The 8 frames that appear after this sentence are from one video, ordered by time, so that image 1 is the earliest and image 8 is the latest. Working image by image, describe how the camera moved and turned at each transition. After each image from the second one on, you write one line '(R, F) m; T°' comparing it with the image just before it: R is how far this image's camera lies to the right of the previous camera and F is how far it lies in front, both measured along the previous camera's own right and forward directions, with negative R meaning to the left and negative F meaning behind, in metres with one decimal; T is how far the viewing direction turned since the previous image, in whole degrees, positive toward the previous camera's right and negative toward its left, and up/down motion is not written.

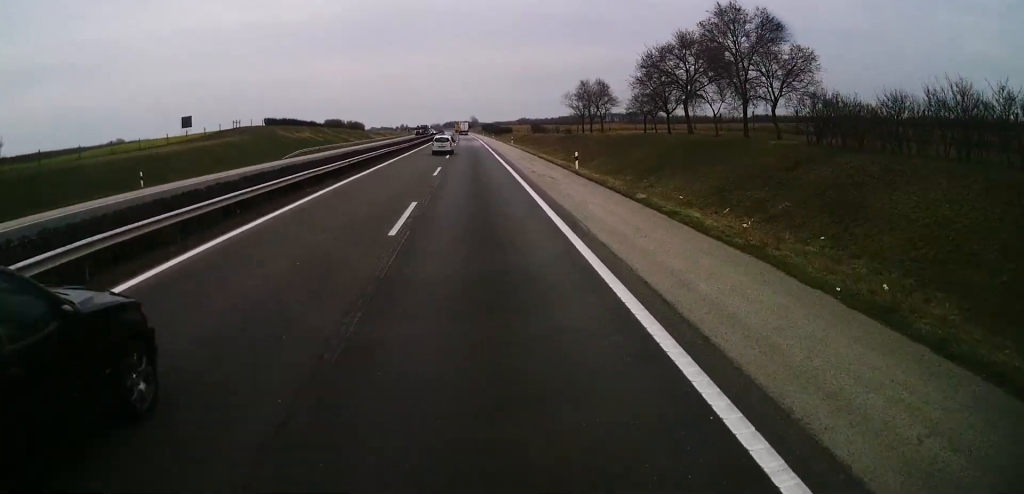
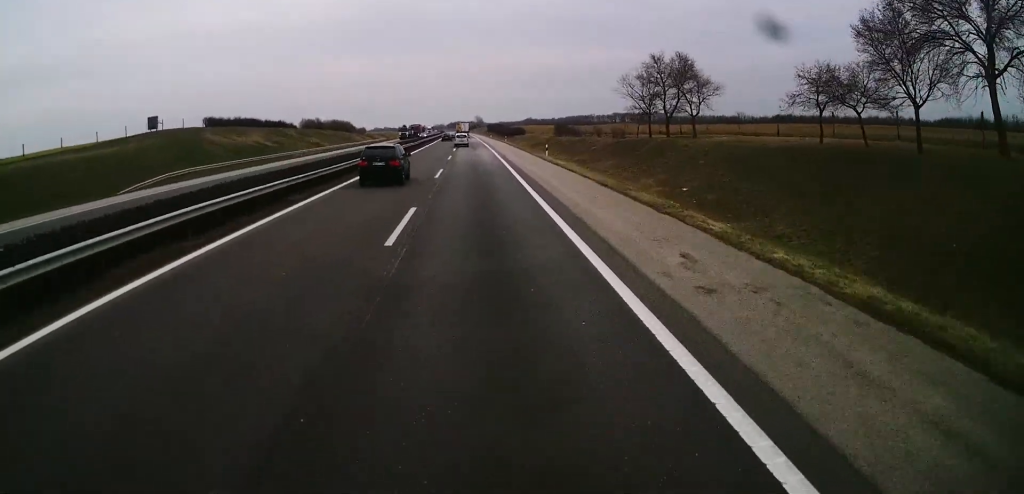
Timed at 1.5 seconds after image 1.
(0.0, +35.4) m; -1°
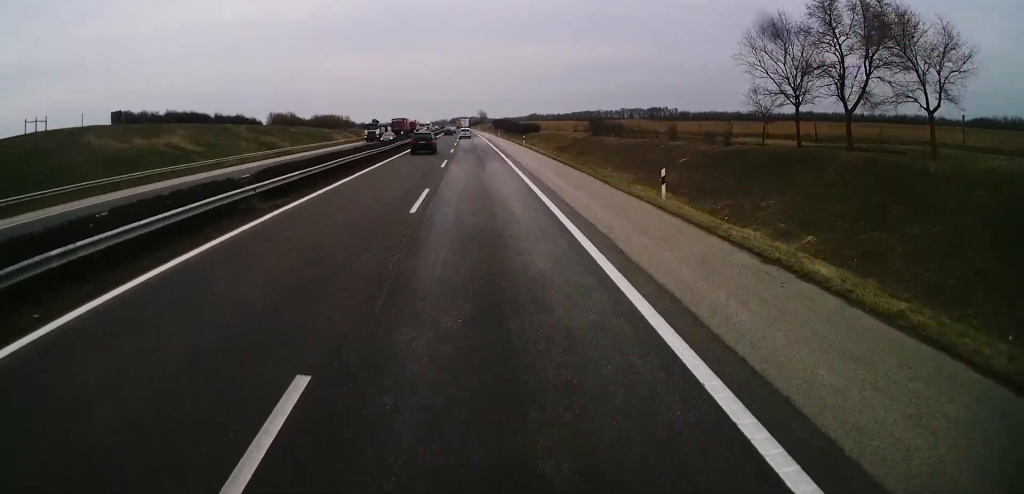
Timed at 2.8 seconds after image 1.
(-0.2, +30.1) m; 0°
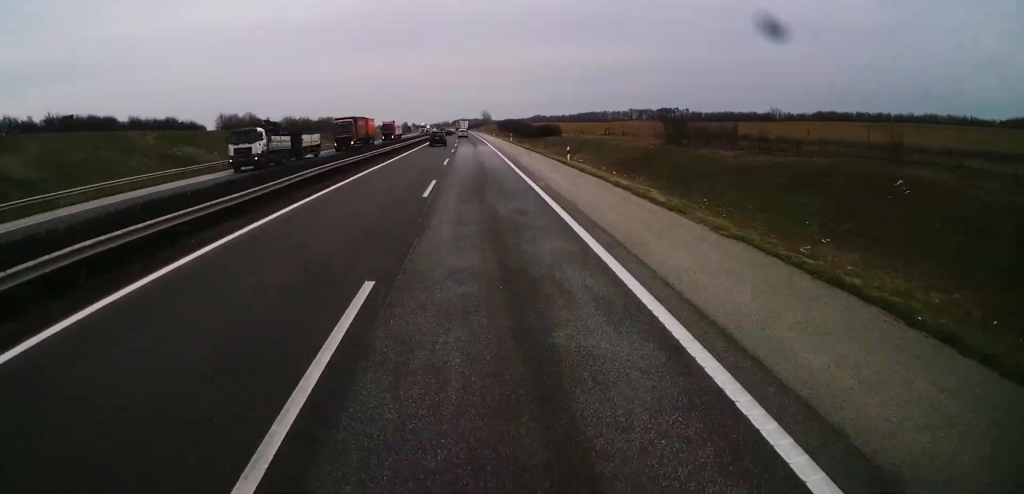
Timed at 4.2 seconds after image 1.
(-0.2, +30.7) m; -1°
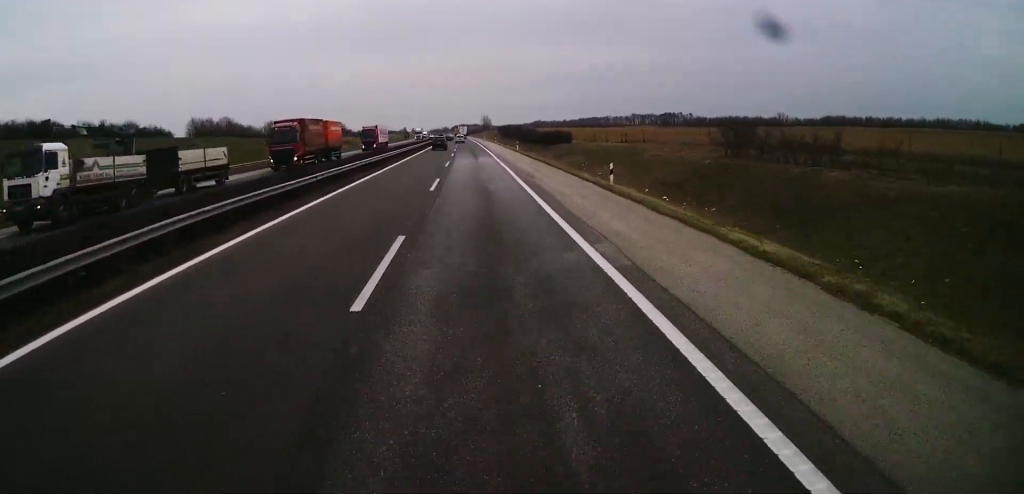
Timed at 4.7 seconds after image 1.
(-0.1, +12.3) m; 0°
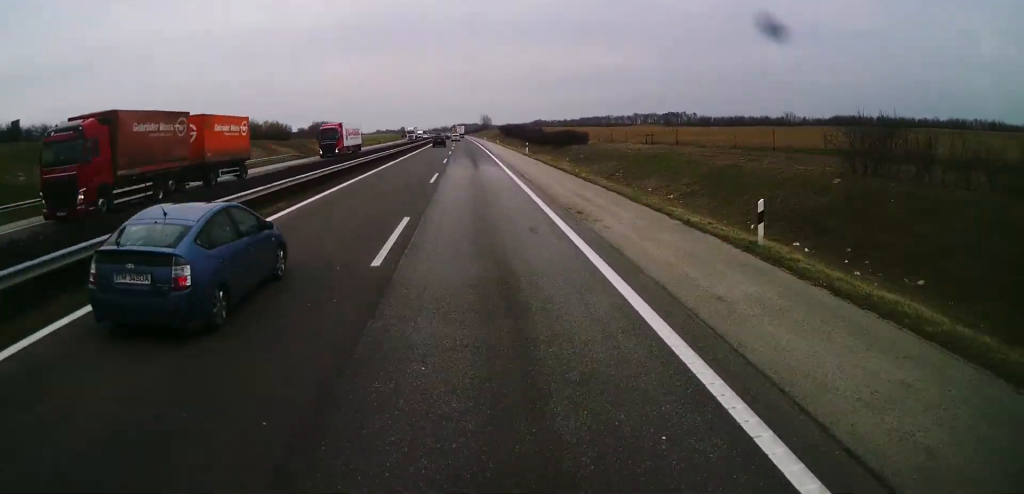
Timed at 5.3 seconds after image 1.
(+0.2, +14.7) m; 0°
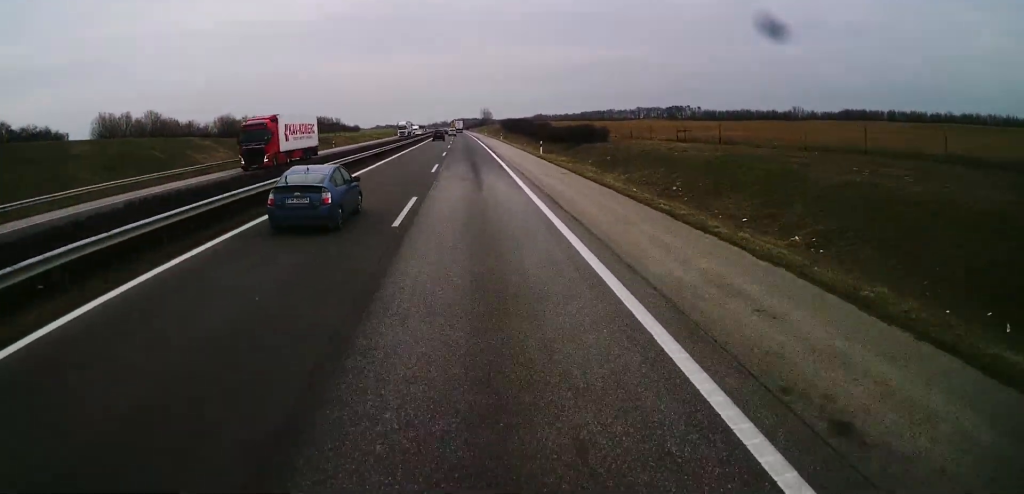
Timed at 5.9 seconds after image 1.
(0.0, +13.1) m; 0°
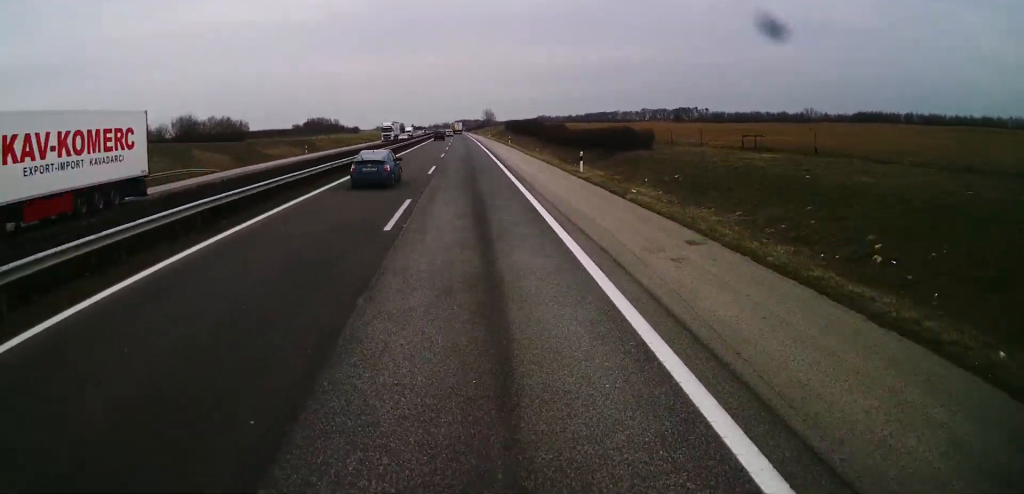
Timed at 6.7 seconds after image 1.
(0.0, +17.8) m; +1°
